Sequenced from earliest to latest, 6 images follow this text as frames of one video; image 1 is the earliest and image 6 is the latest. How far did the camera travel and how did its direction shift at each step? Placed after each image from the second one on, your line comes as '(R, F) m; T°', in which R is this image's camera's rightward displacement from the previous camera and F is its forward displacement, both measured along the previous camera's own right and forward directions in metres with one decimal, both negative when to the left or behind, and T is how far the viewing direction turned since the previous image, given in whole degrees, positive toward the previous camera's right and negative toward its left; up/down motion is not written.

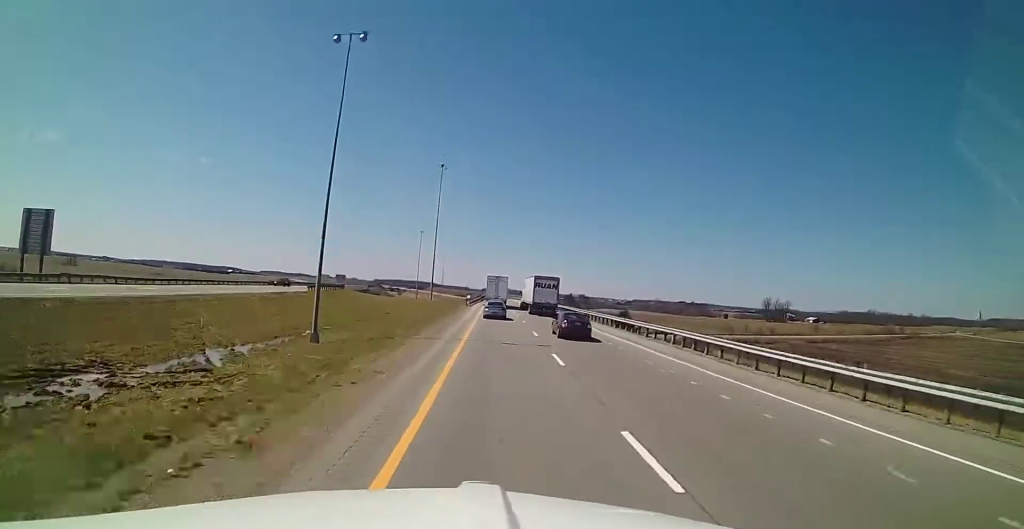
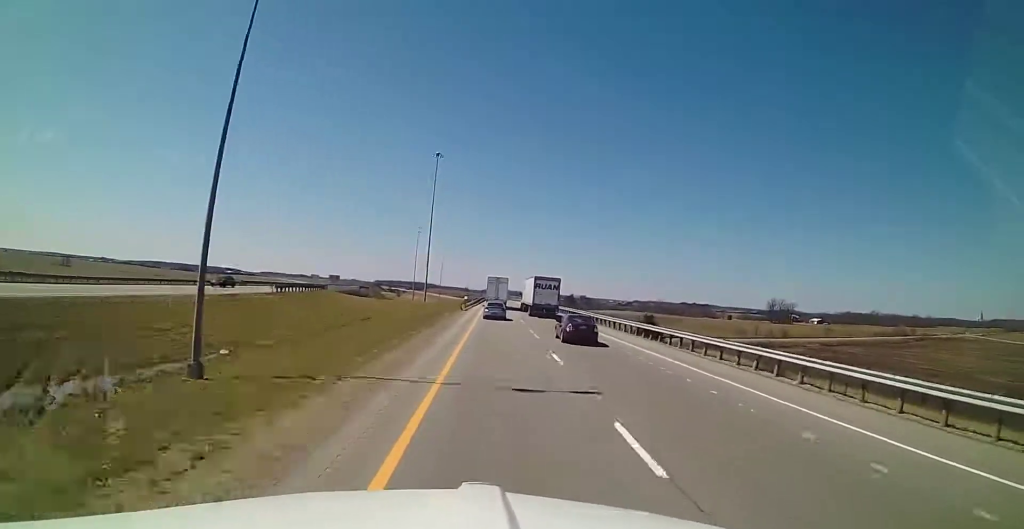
(0.0, +11.6) m; 0°
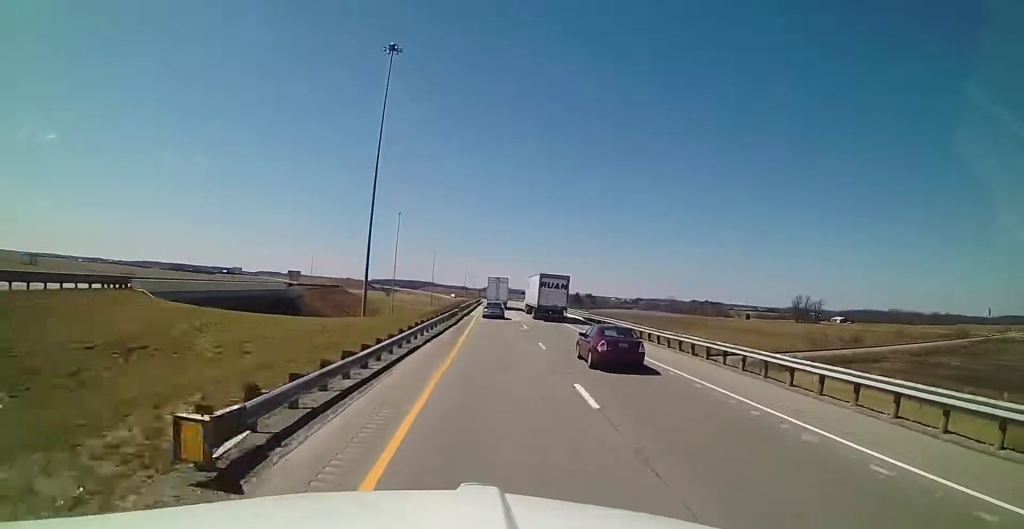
(+0.8, +55.9) m; +1°
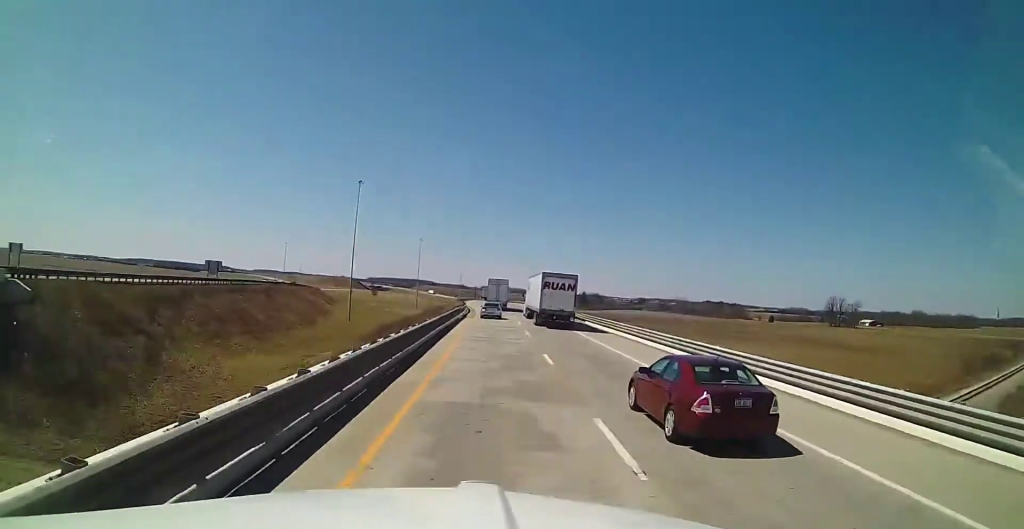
(-0.9, +65.3) m; -1°
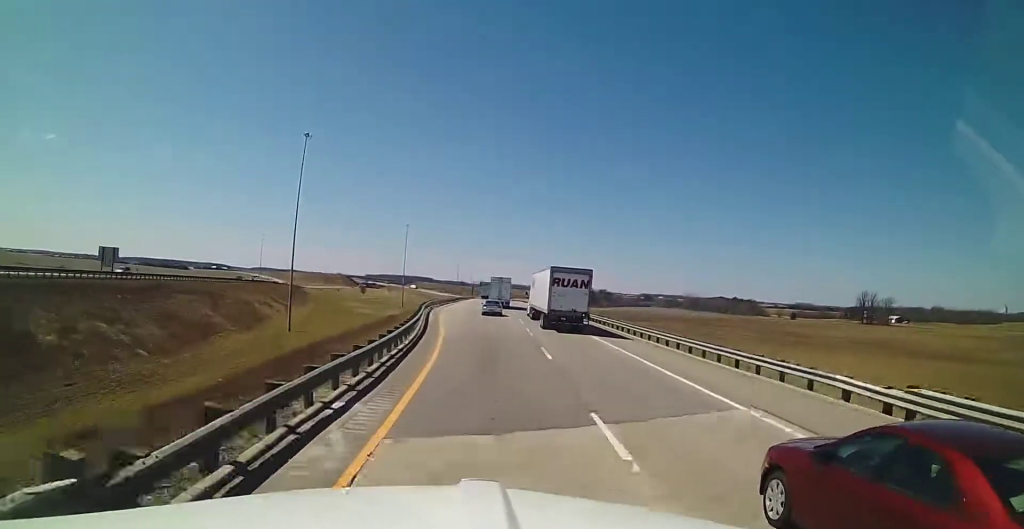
(0.0, +48.0) m; 0°
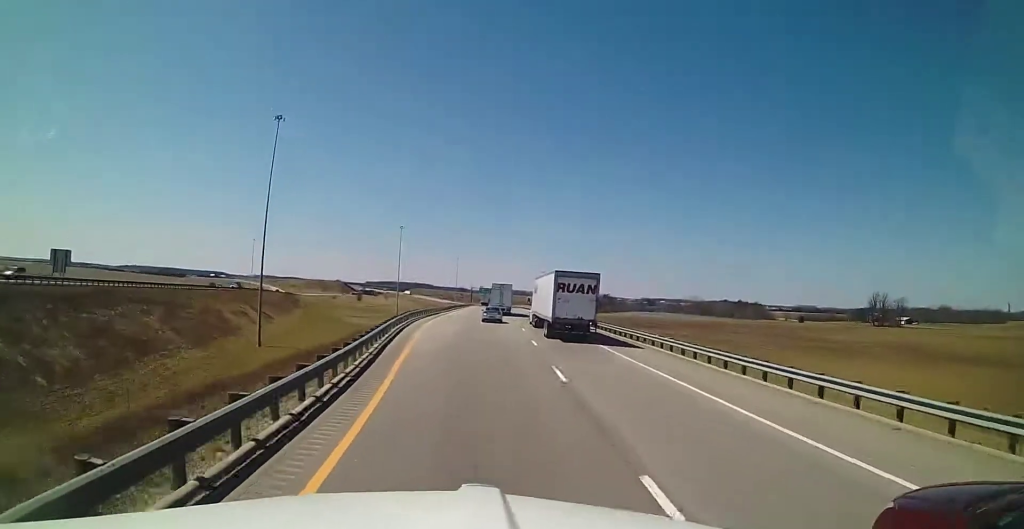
(0.0, +15.3) m; 0°
